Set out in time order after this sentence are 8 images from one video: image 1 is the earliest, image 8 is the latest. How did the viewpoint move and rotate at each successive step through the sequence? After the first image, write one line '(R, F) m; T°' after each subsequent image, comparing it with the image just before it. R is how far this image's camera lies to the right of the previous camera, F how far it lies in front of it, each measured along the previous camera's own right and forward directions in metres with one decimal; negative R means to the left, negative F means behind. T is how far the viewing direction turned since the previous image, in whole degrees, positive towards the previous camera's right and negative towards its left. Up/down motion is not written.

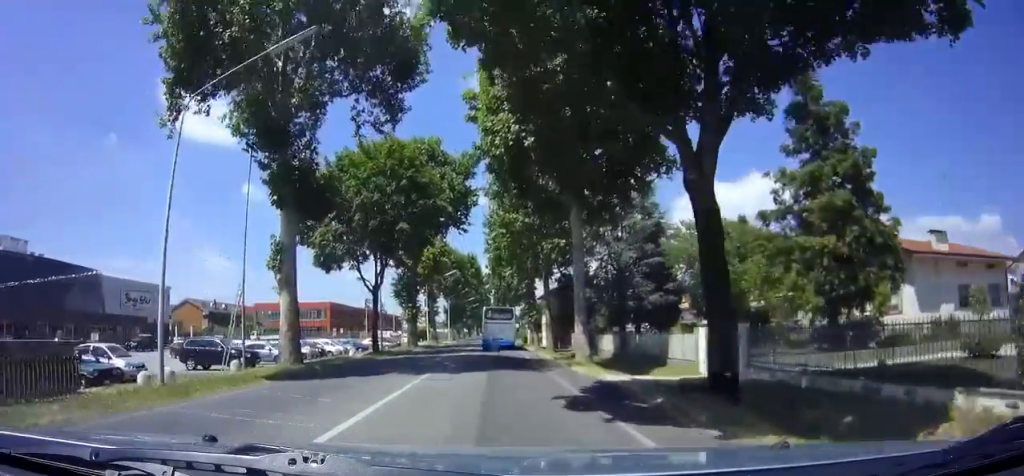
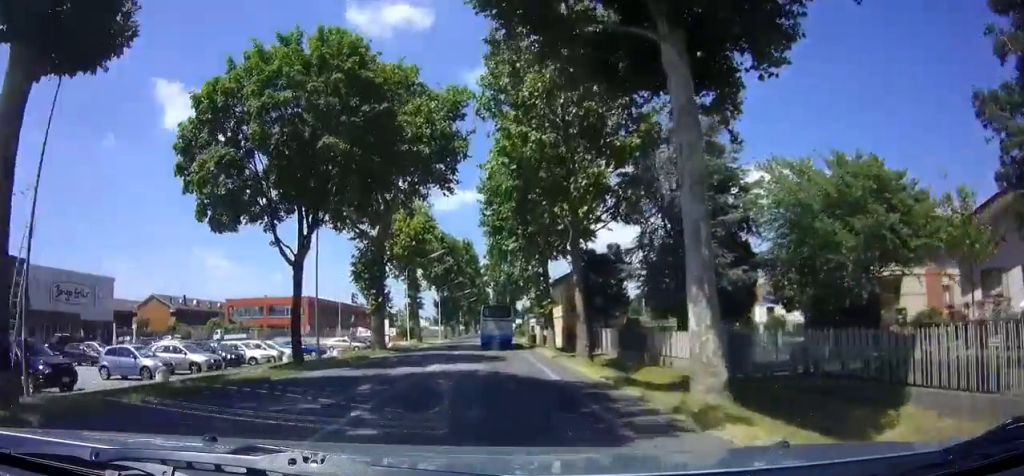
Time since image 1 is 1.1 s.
(0.0, +14.9) m; 0°
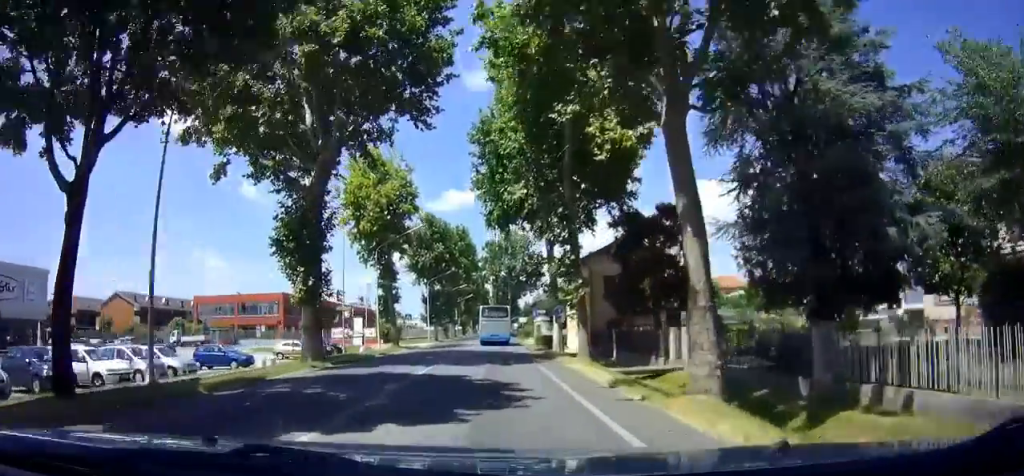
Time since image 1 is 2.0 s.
(0.0, +13.5) m; 0°
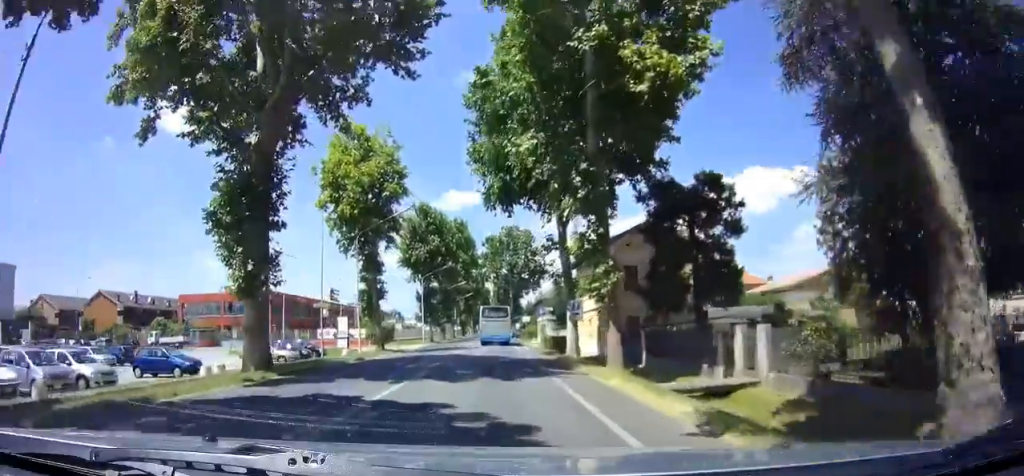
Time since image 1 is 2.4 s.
(0.0, +5.9) m; 0°
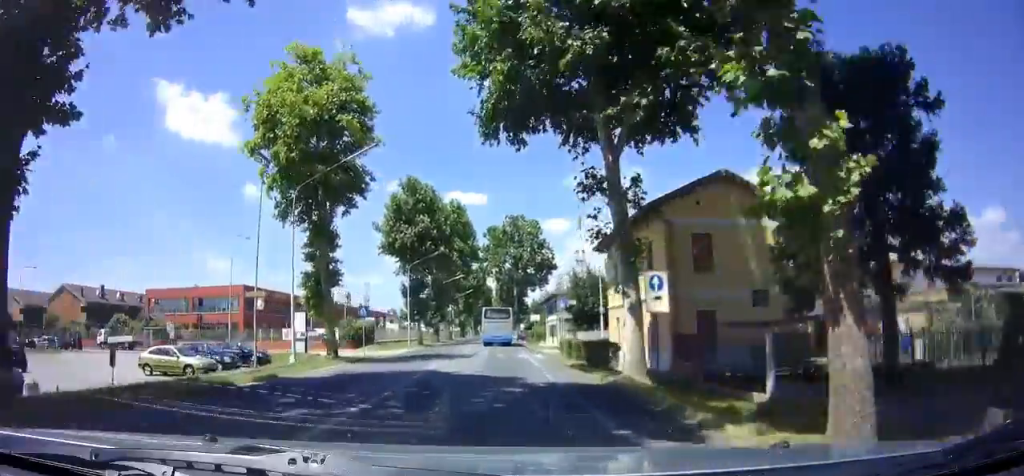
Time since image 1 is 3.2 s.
(0.0, +11.6) m; 0°
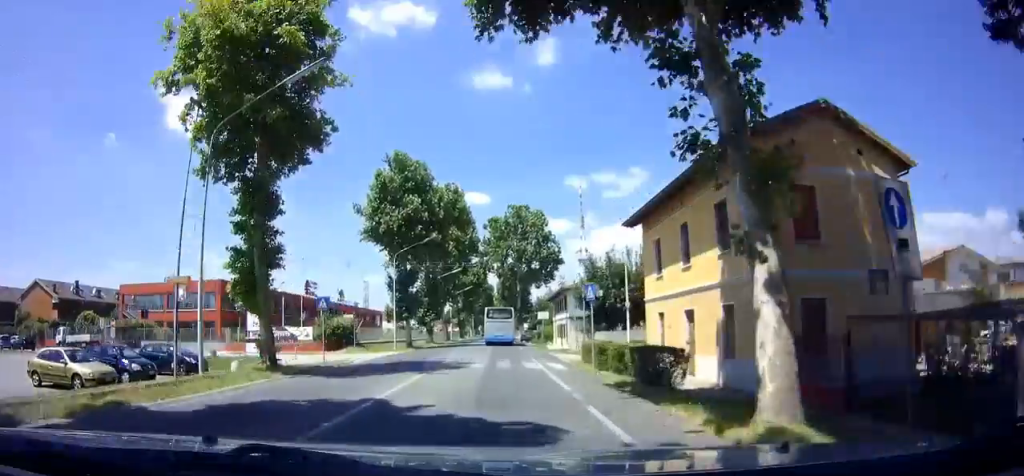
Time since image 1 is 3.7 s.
(0.0, +7.6) m; 0°
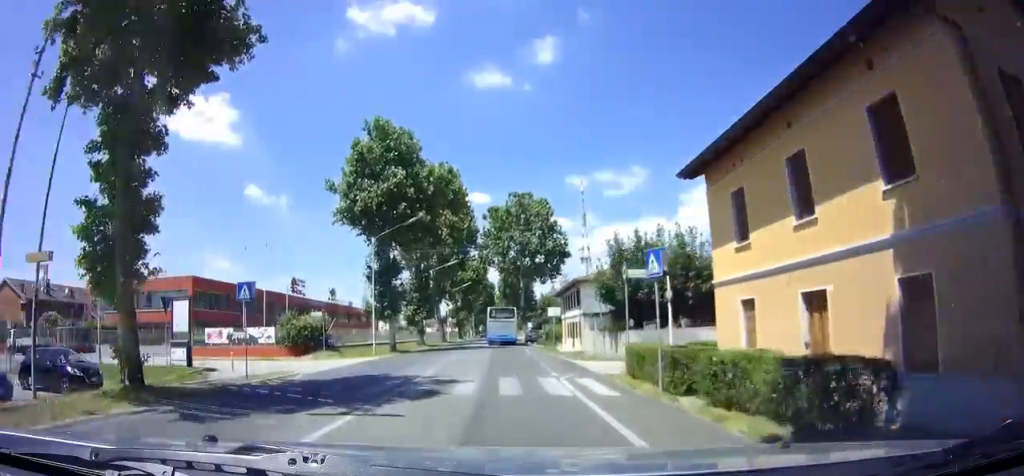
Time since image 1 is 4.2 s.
(0.0, +8.3) m; 0°
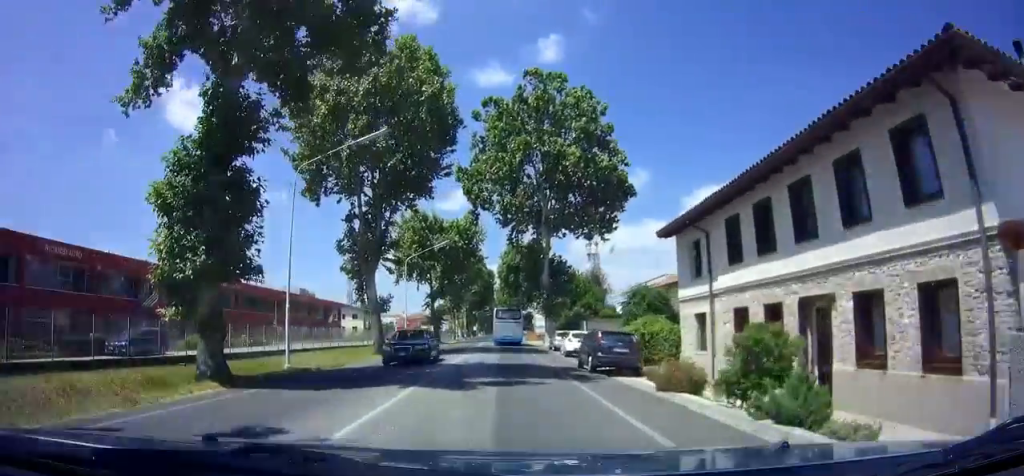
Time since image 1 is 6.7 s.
(+0.1, +38.9) m; 0°
